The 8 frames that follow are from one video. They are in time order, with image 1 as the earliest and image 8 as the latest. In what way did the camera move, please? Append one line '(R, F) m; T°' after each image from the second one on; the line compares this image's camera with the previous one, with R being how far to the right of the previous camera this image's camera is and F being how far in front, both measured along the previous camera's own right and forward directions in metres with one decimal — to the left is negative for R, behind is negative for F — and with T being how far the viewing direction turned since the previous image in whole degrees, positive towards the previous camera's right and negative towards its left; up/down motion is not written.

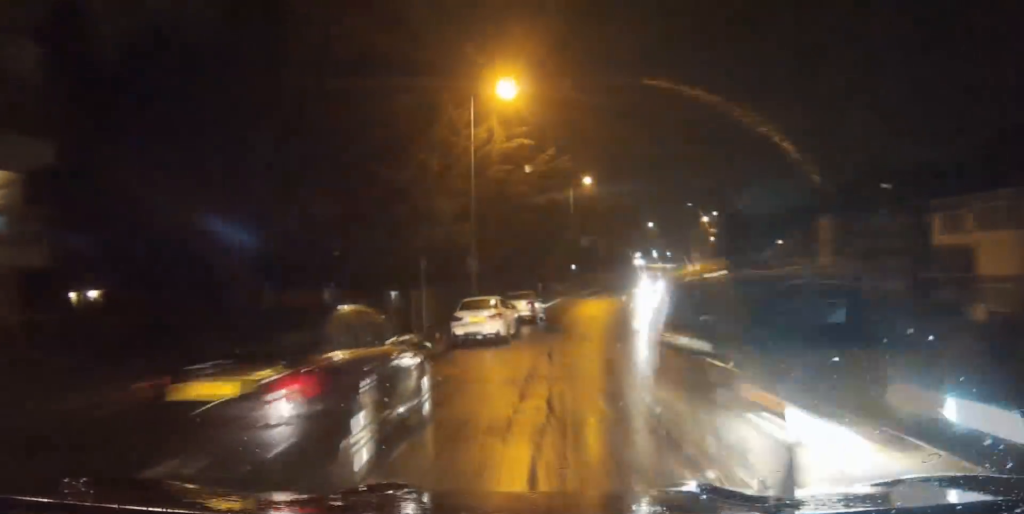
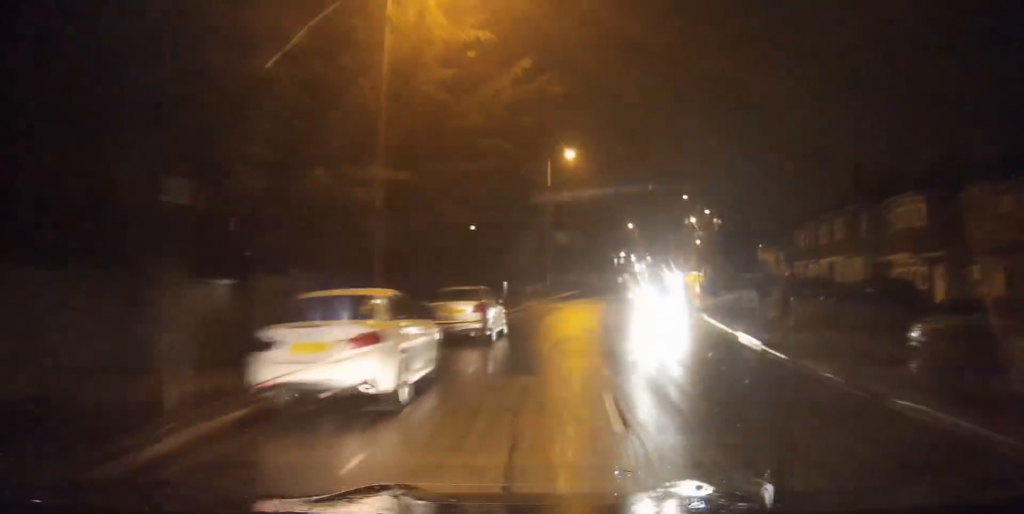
(+0.2, +13.2) m; +2°
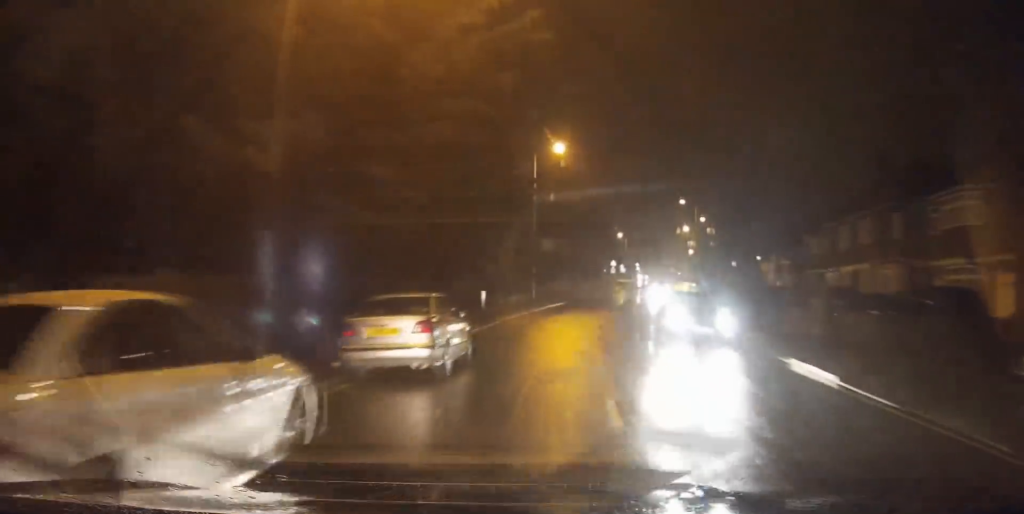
(+0.1, +5.8) m; 0°
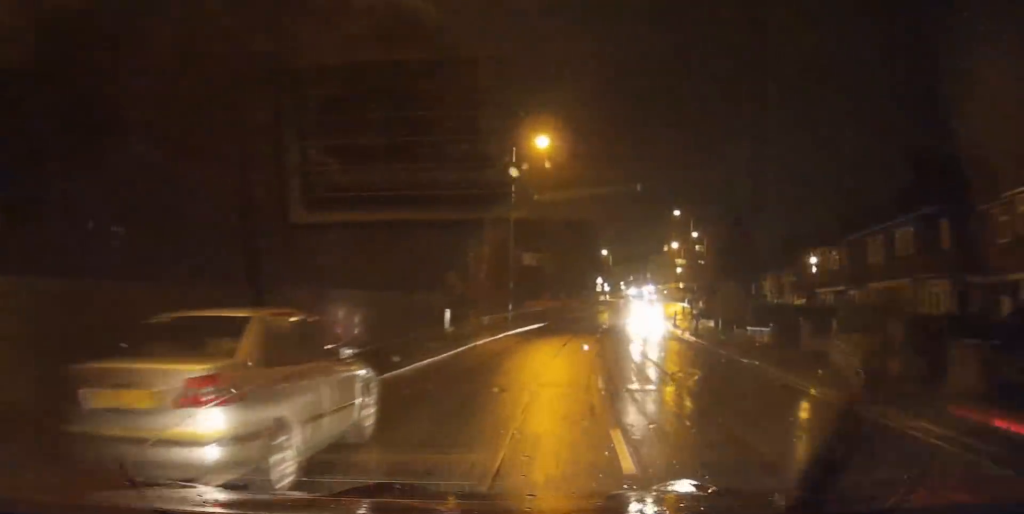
(-0.1, +7.1) m; -1°
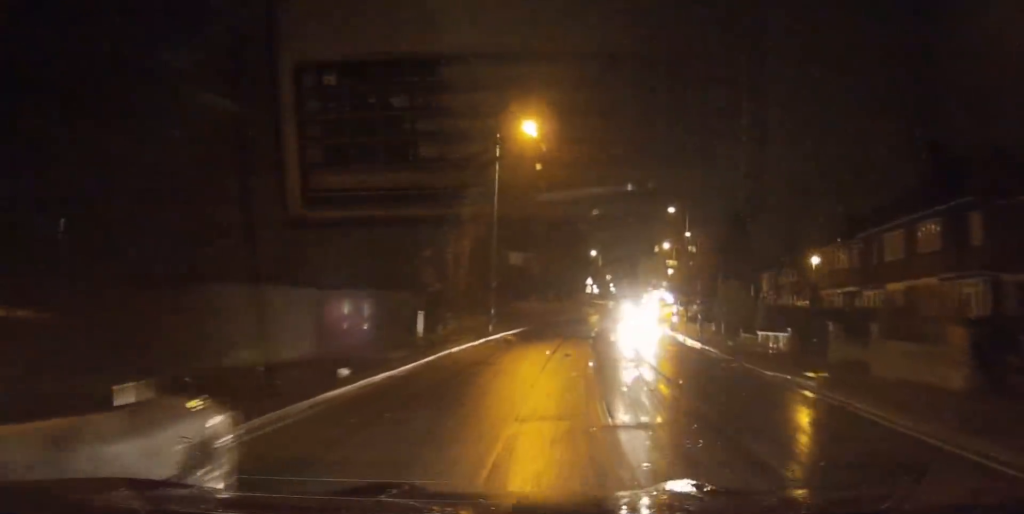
(-0.1, +3.7) m; 0°
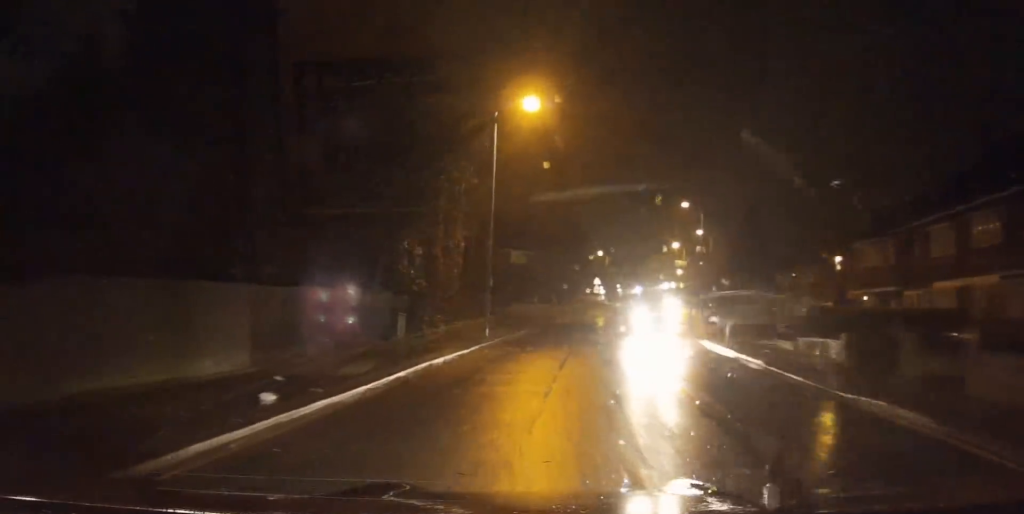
(+0.1, +4.6) m; +1°
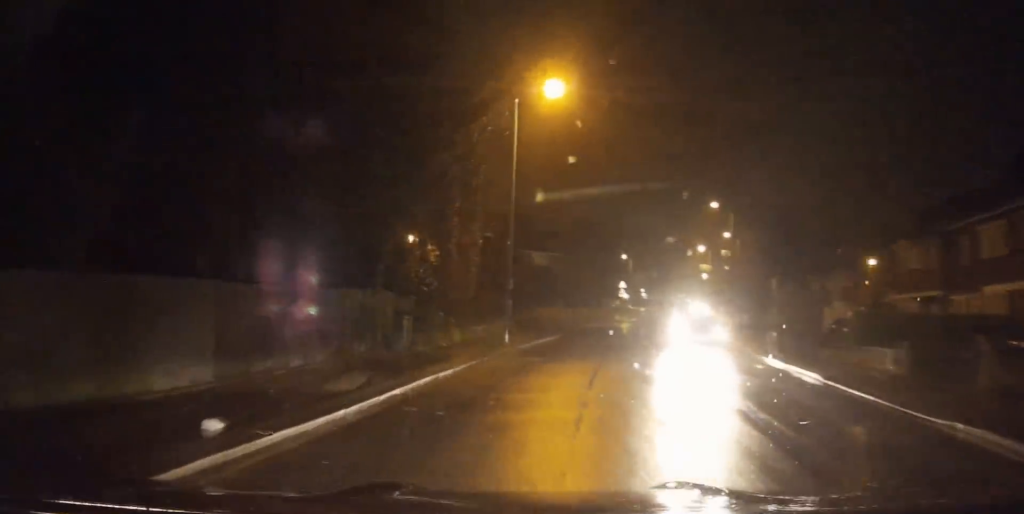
(0.0, +2.8) m; +1°
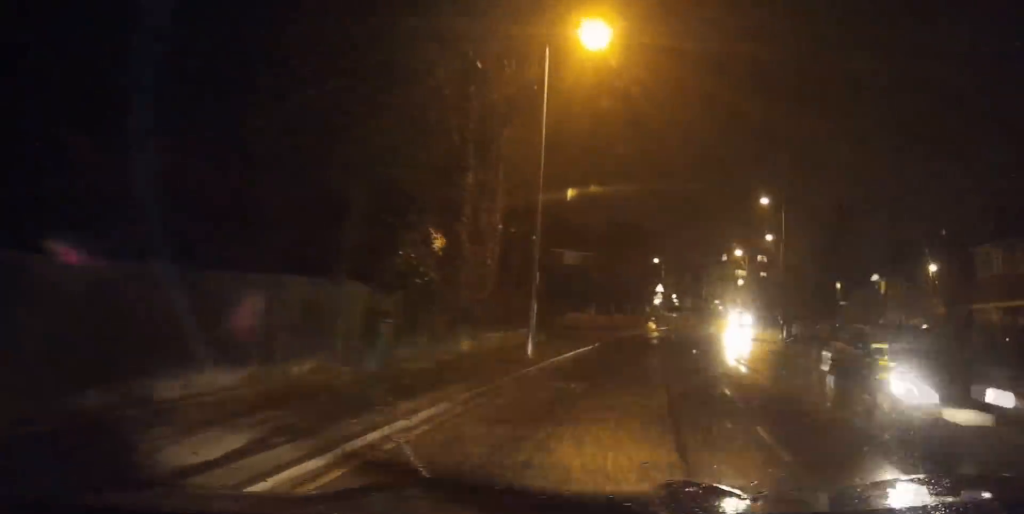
(0.0, +7.0) m; +1°
